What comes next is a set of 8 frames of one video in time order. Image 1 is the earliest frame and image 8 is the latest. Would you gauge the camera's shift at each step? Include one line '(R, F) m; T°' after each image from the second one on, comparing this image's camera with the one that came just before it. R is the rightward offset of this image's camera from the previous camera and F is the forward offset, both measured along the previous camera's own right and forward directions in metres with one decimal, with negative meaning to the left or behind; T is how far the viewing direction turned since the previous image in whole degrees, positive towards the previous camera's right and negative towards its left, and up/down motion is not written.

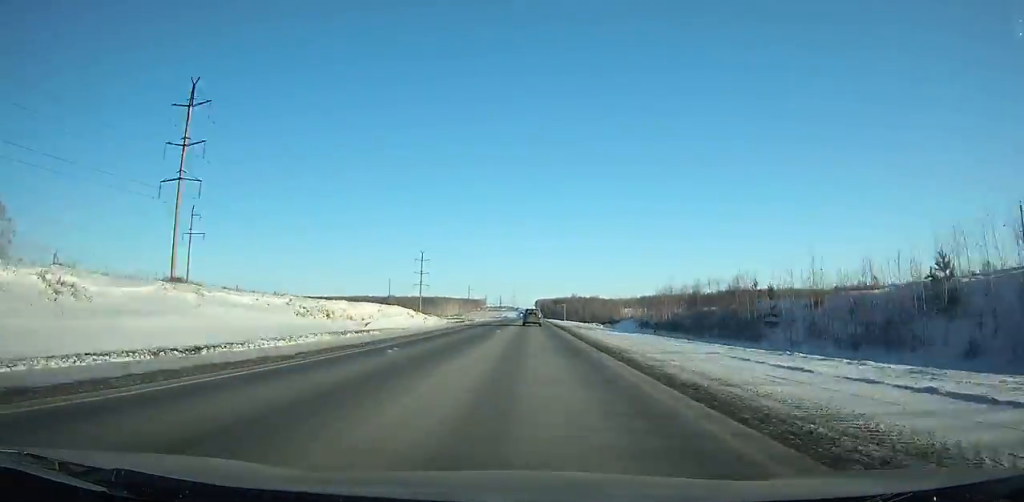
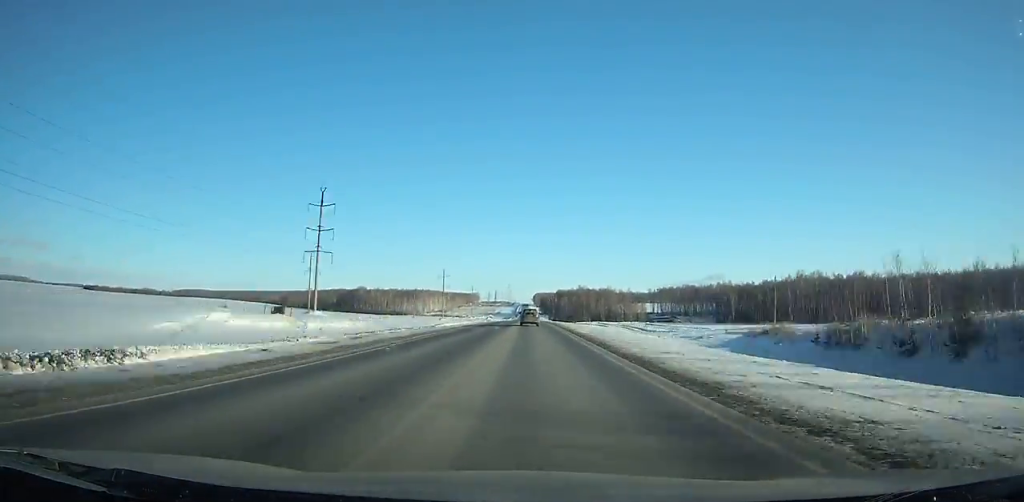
(-0.2, +112.1) m; 0°
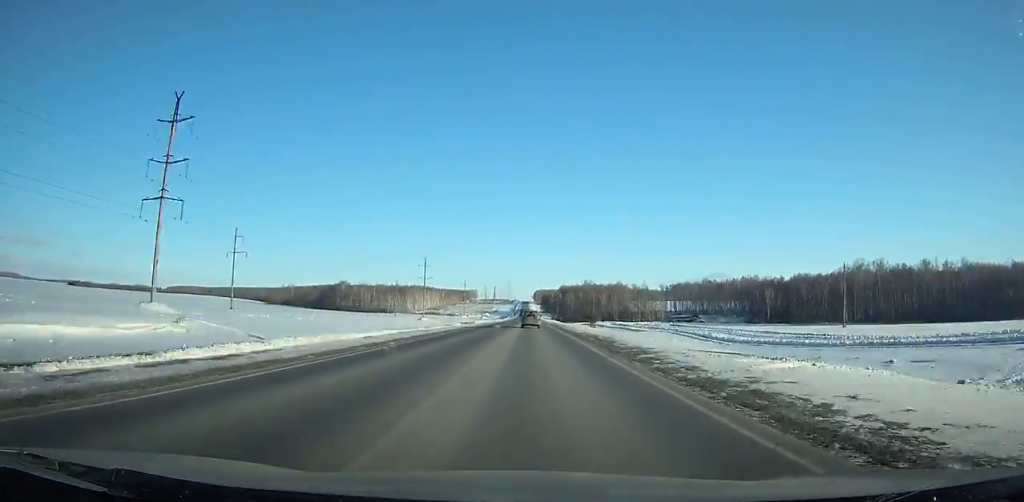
(+0.2, +53.6) m; 0°
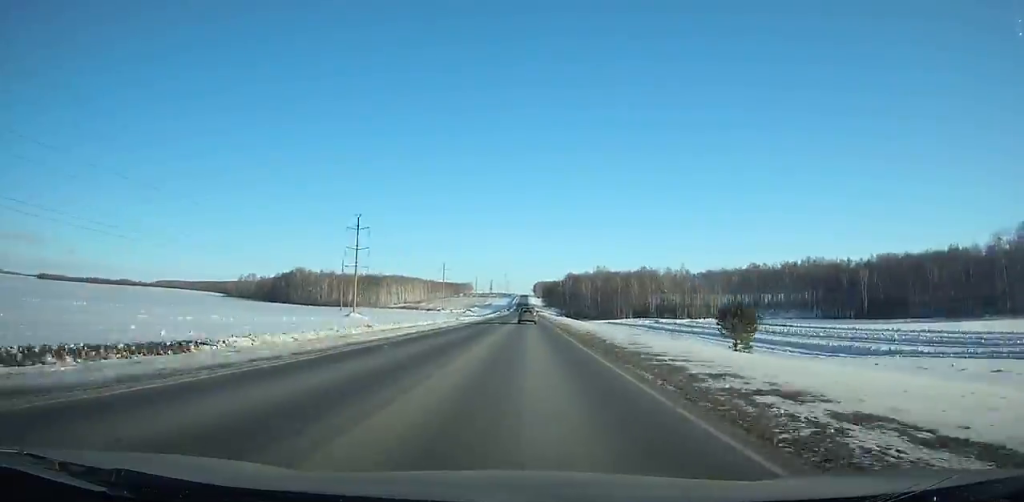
(+0.2, +95.0) m; 0°
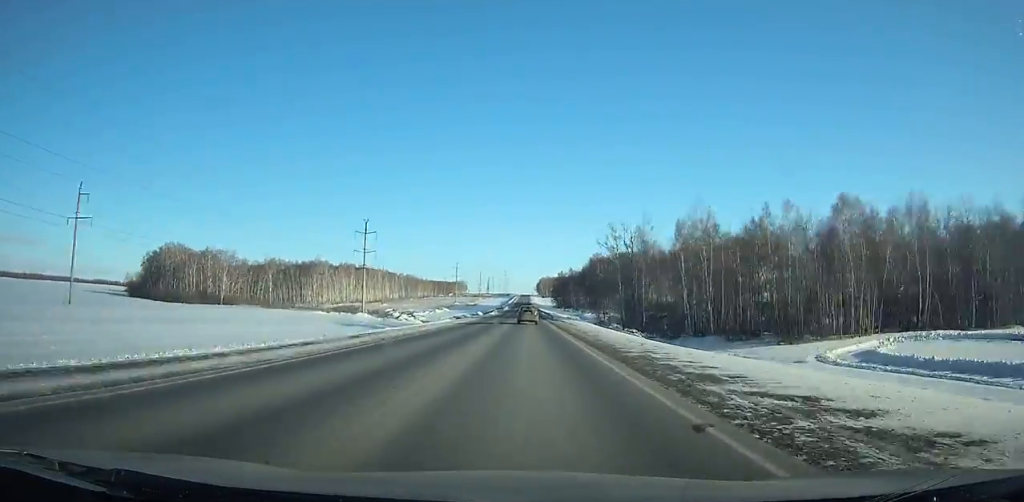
(-0.5, +149.8) m; 0°
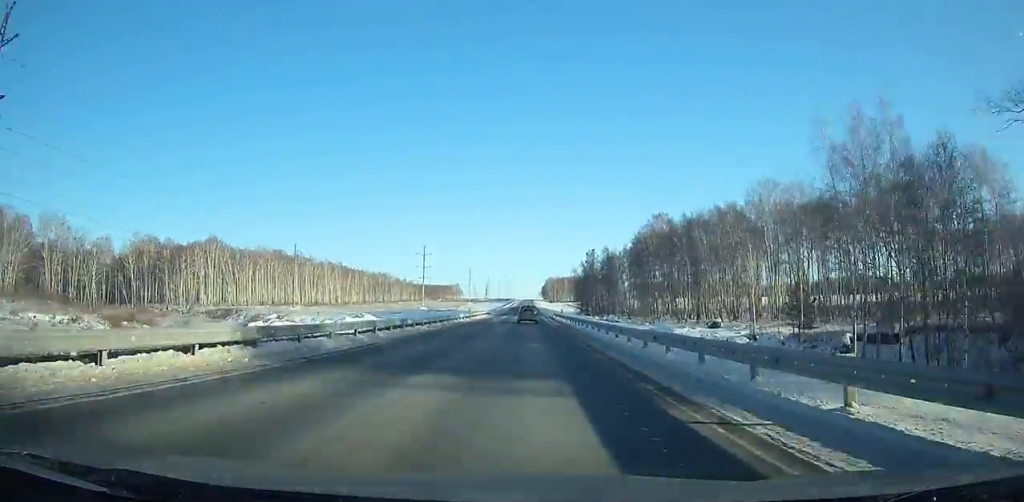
(0.0, +120.3) m; 0°
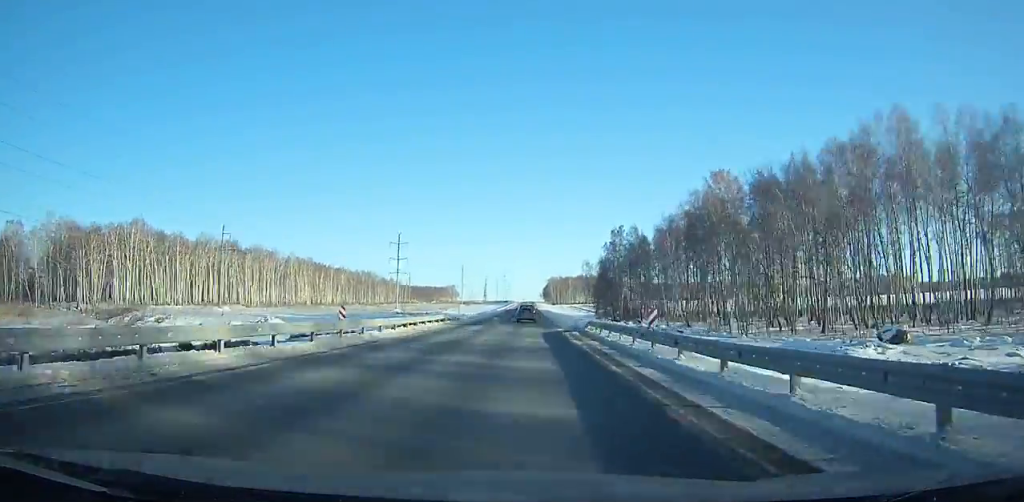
(0.0, +47.1) m; 0°
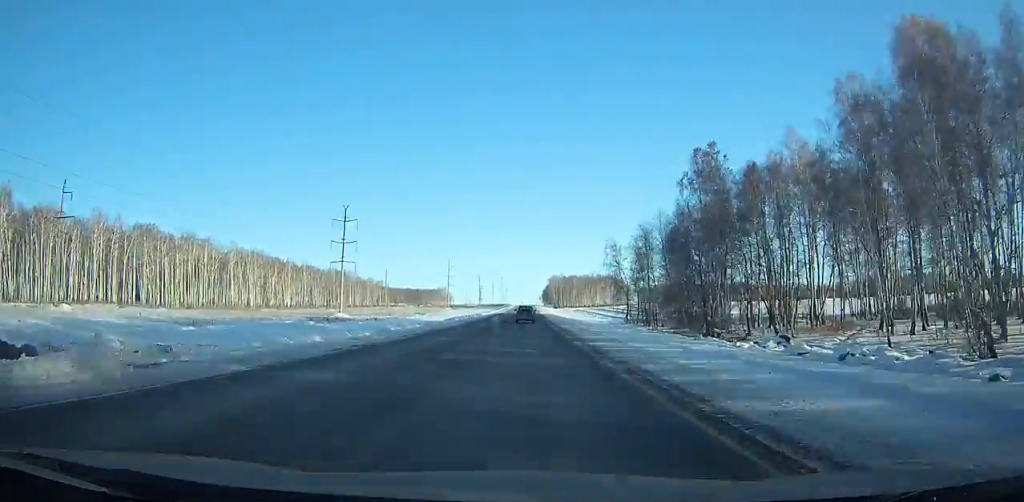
(0.0, +55.8) m; 0°
